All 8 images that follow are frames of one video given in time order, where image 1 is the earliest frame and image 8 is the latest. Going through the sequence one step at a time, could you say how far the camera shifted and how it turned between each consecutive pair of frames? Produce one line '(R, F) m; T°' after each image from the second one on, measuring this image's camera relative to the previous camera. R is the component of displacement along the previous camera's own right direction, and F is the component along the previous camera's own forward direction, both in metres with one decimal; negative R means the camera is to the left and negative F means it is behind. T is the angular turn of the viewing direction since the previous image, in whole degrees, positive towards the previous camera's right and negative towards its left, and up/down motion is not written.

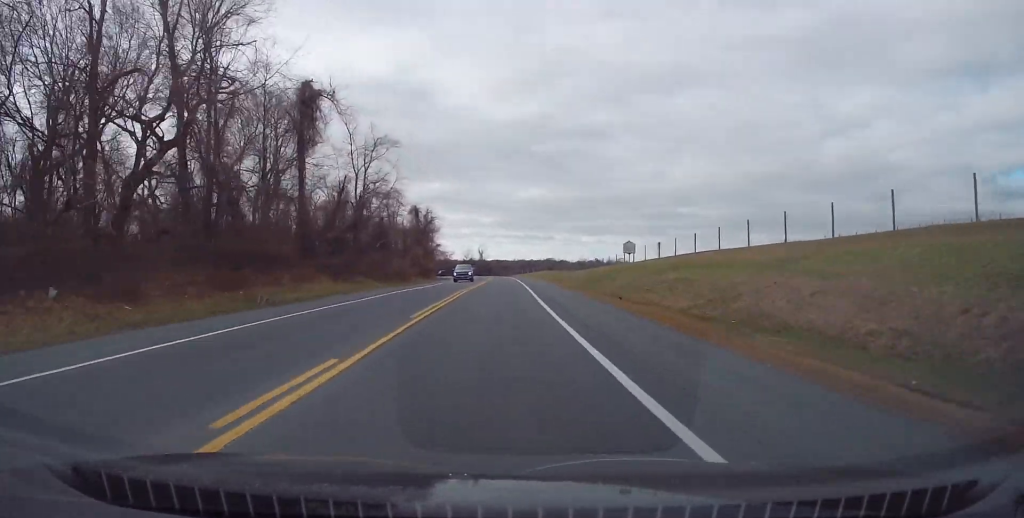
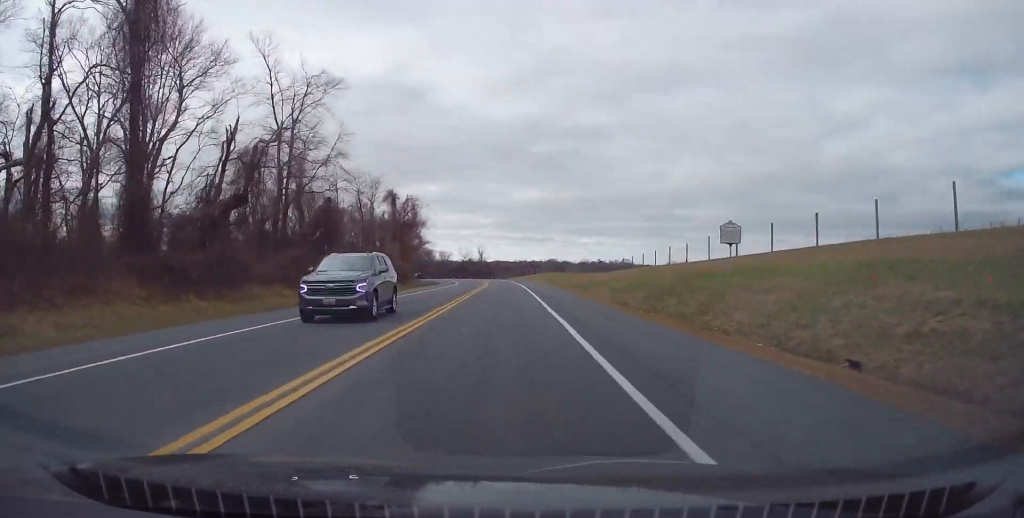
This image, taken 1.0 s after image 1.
(-0.4, +24.5) m; 0°
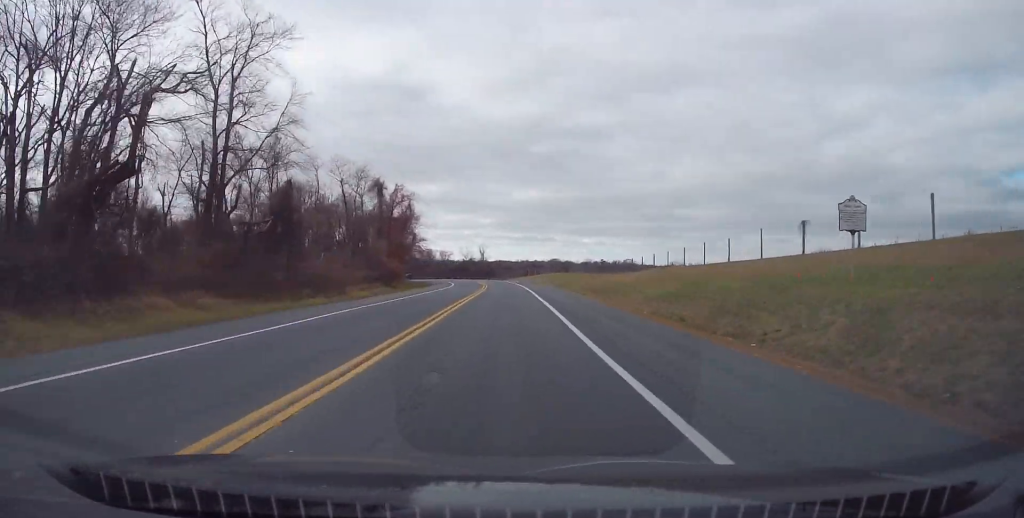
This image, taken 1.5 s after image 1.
(+0.1, +10.9) m; 0°
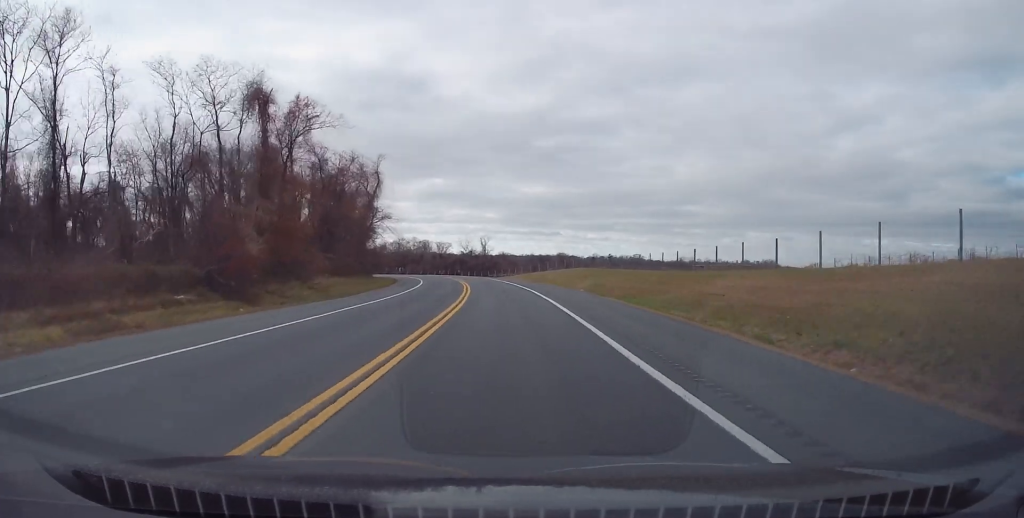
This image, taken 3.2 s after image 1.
(-0.1, +39.0) m; 0°
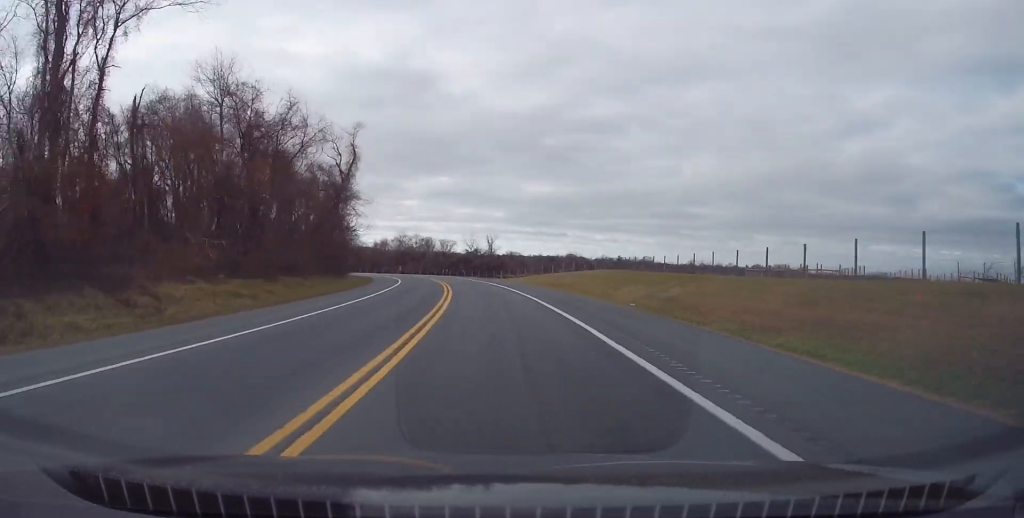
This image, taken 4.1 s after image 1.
(+0.3, +21.0) m; 0°
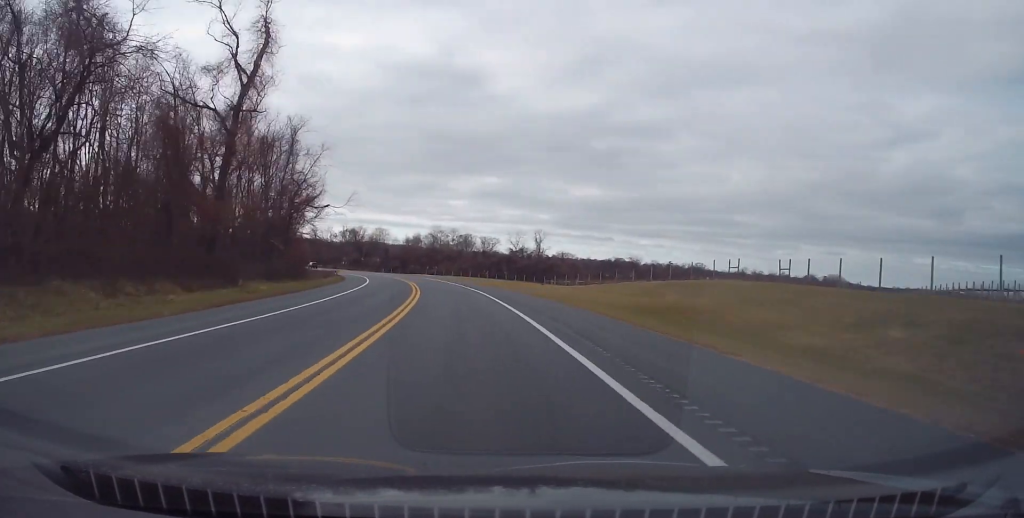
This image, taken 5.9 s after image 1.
(-1.6, +42.1) m; -6°
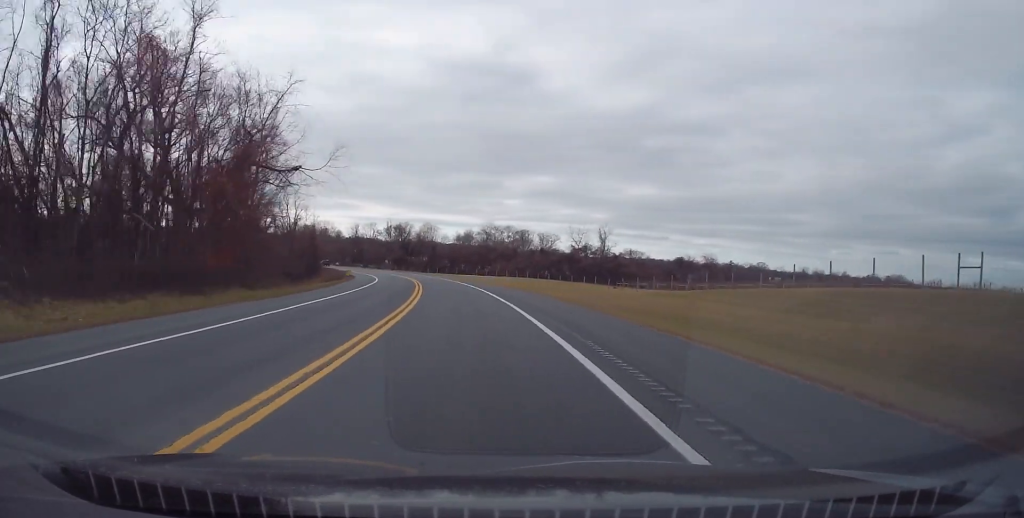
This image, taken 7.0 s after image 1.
(-1.2, +27.4) m; -4°
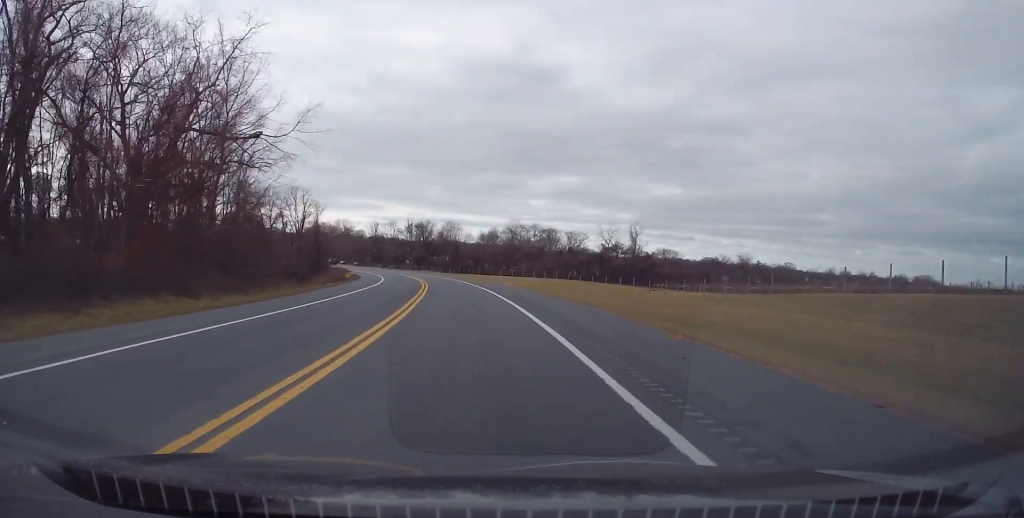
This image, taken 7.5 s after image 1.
(-0.1, +11.8) m; -1°
